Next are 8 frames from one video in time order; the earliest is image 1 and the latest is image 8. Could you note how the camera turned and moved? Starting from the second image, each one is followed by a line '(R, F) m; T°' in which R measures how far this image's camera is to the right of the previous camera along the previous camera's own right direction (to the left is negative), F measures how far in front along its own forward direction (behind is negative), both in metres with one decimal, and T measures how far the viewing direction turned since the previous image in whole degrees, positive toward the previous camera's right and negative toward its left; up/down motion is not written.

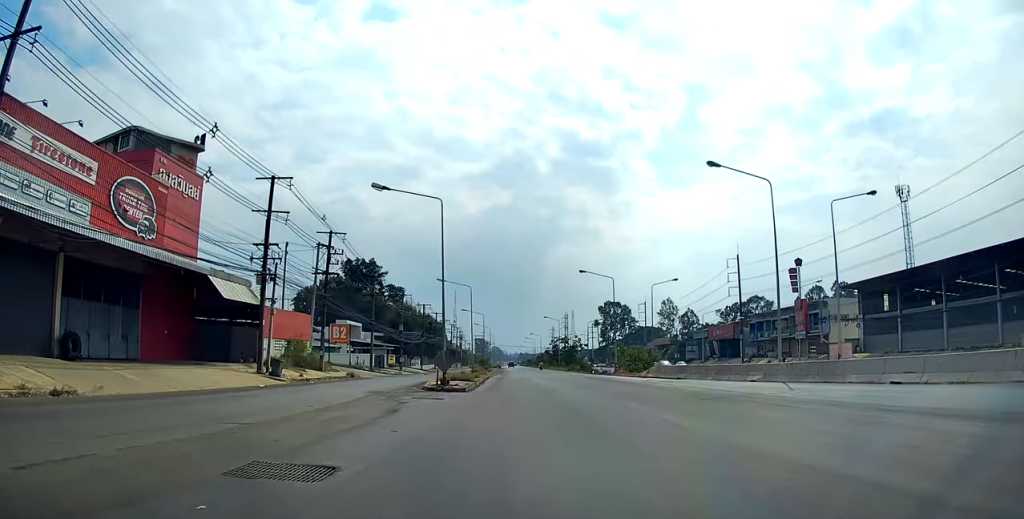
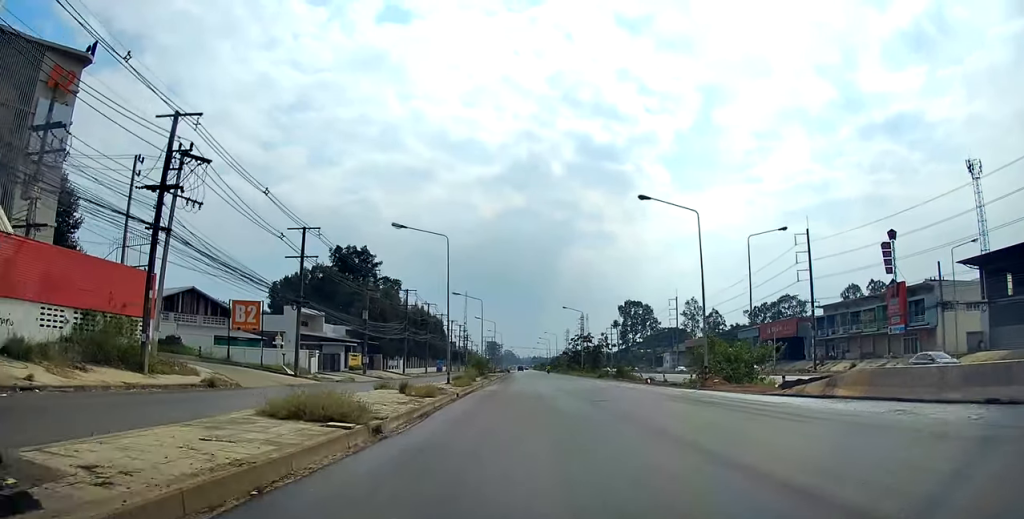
(-0.7, +27.8) m; -3°
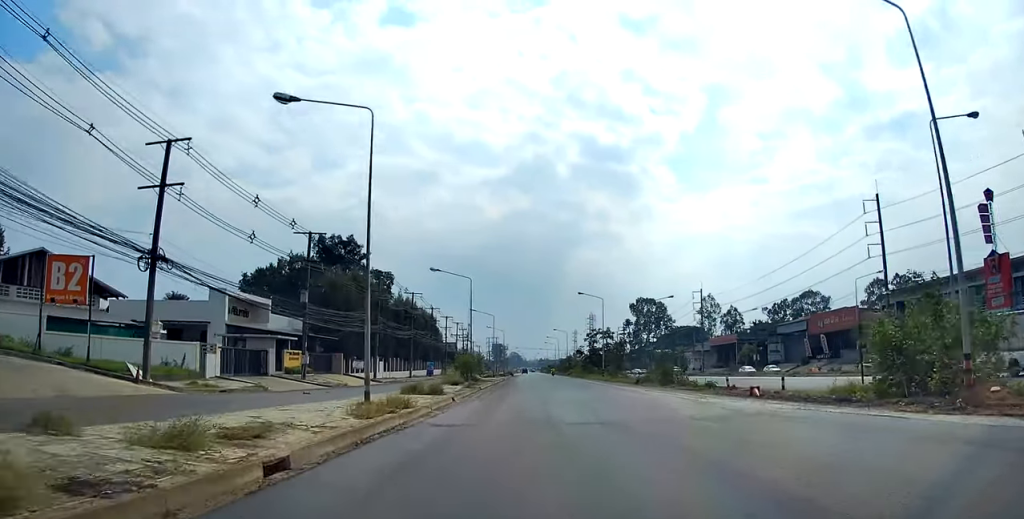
(0.0, +19.9) m; 0°
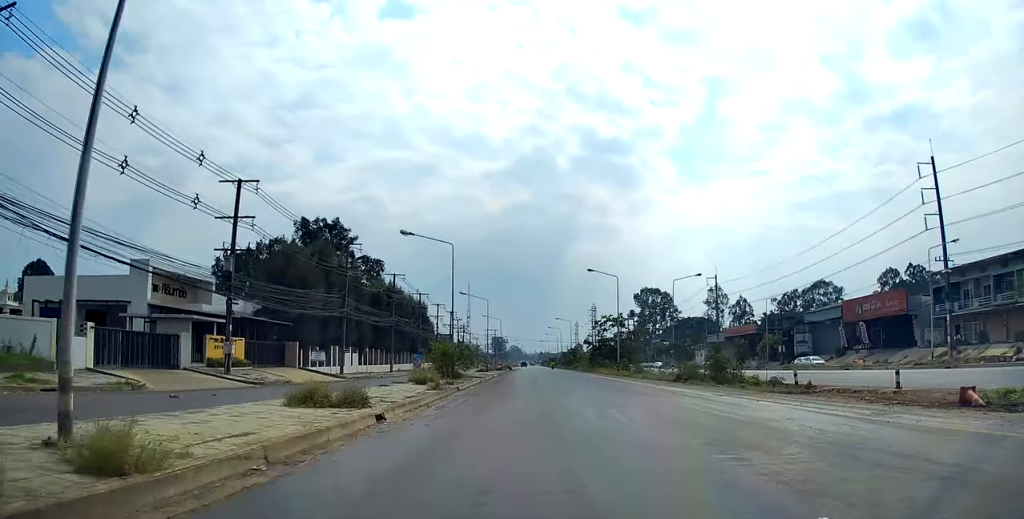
(-0.1, +12.9) m; -1°
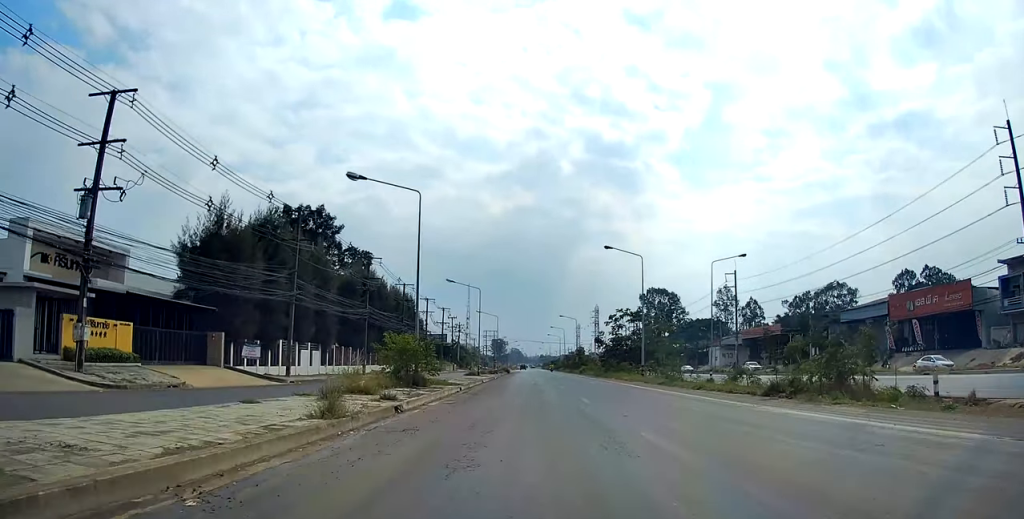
(-0.3, +13.0) m; 0°
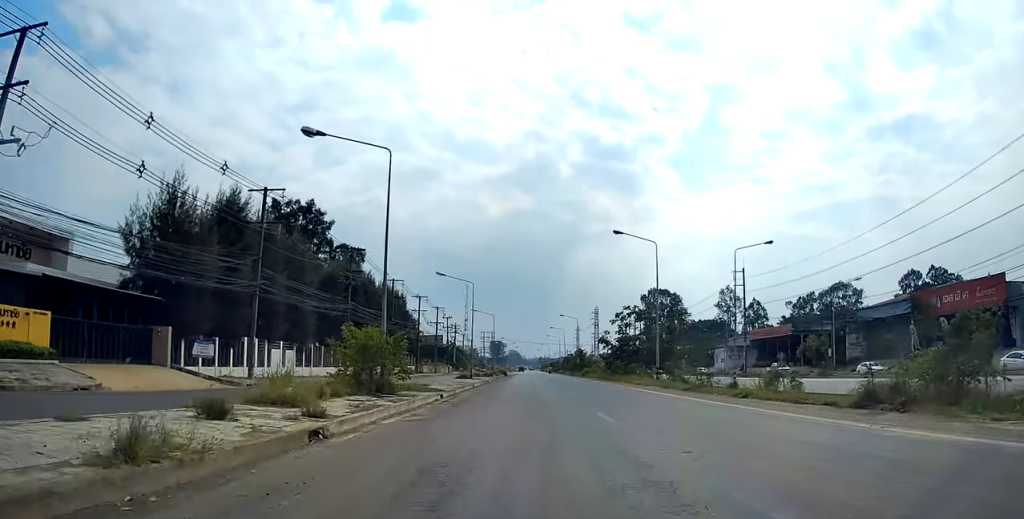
(-0.1, +6.2) m; +1°
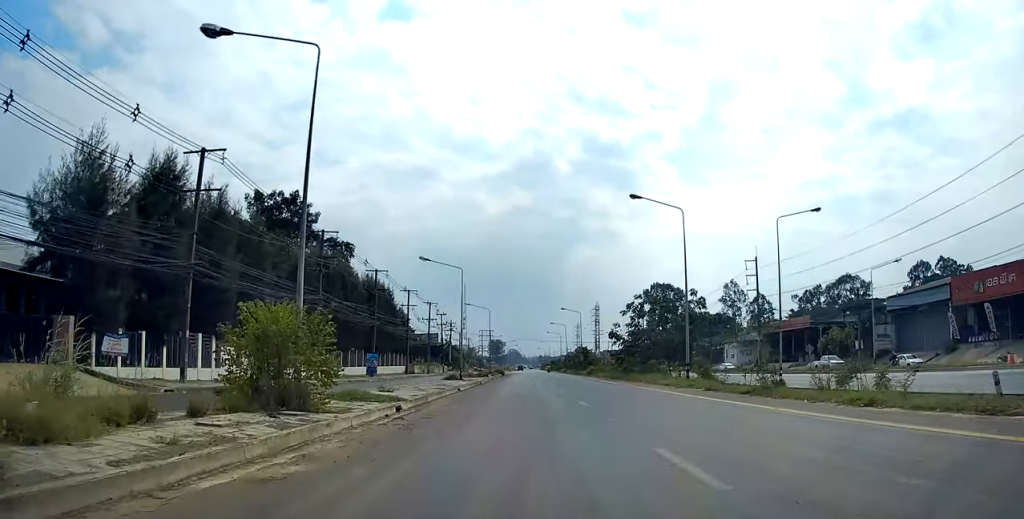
(+0.1, +8.4) m; 0°
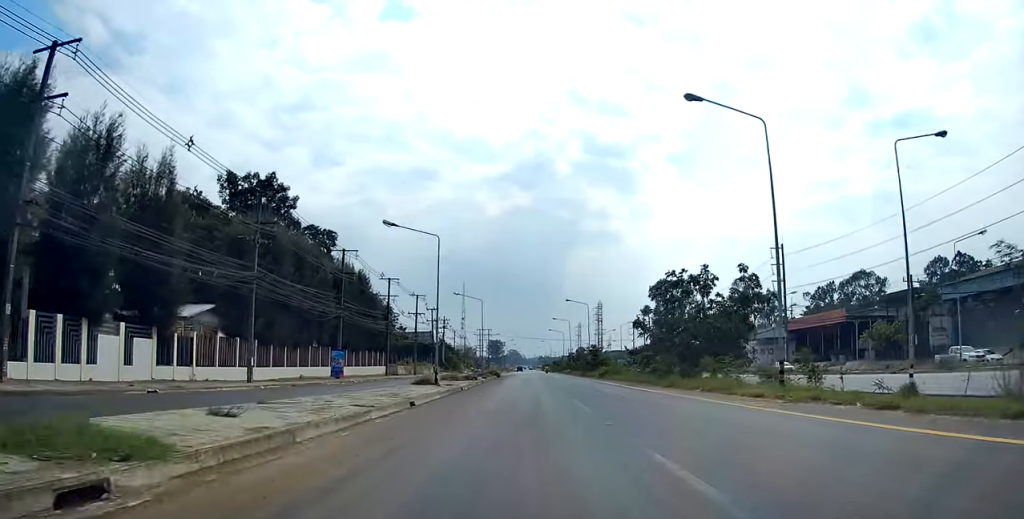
(+0.4, +12.8) m; 0°
